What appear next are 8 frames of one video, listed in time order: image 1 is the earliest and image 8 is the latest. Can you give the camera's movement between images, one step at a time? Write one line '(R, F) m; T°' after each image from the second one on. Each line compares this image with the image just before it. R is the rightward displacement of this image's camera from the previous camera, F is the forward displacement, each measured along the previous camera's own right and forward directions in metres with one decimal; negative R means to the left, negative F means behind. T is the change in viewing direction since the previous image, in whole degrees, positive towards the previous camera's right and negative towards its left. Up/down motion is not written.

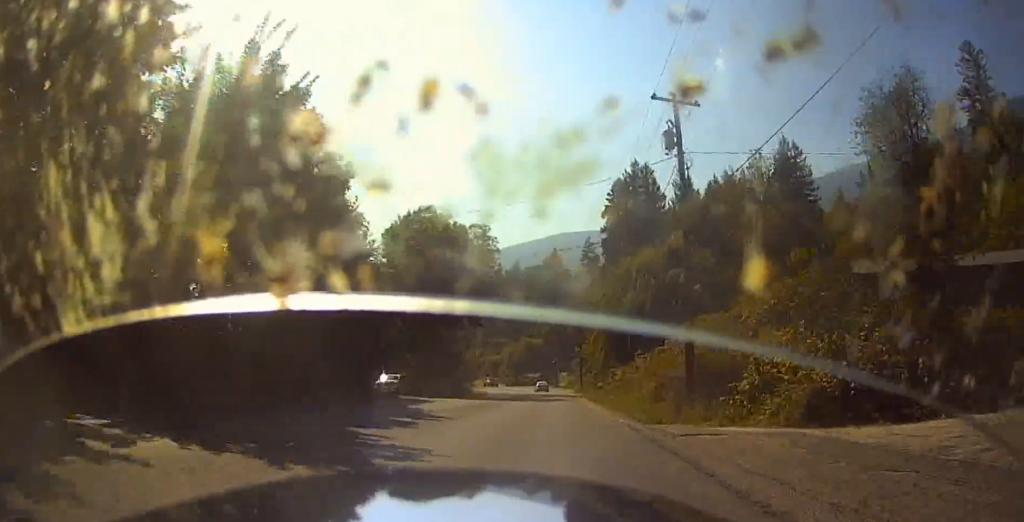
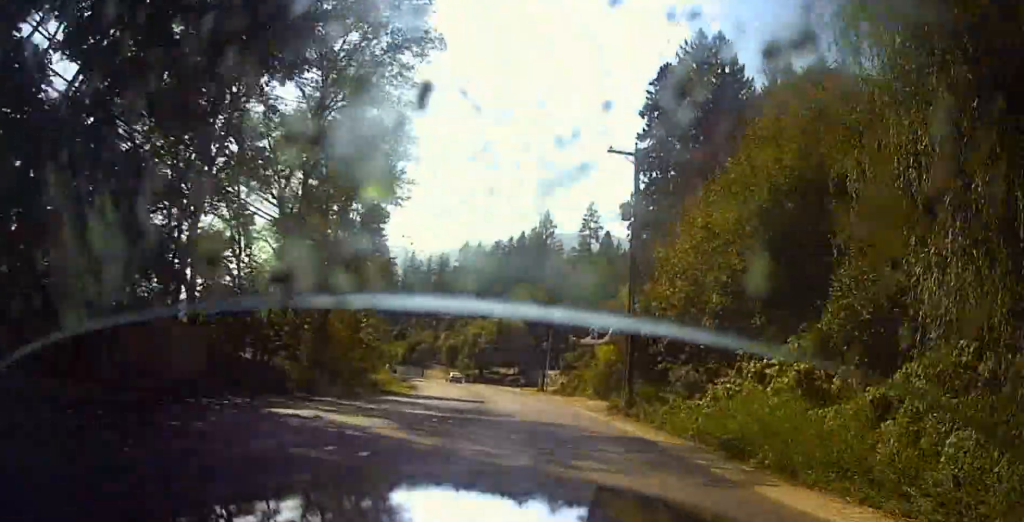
(-0.6, +52.9) m; -4°
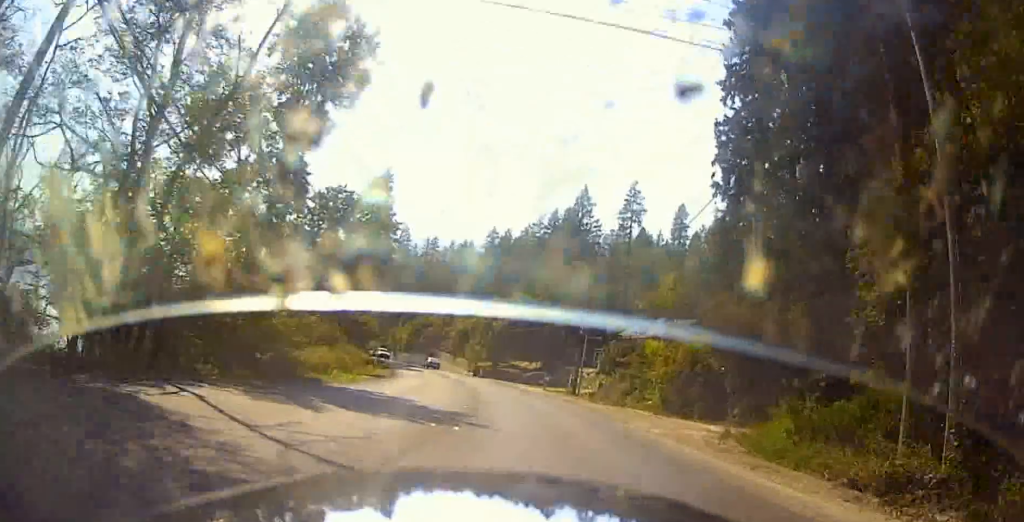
(-0.9, +20.1) m; -4°
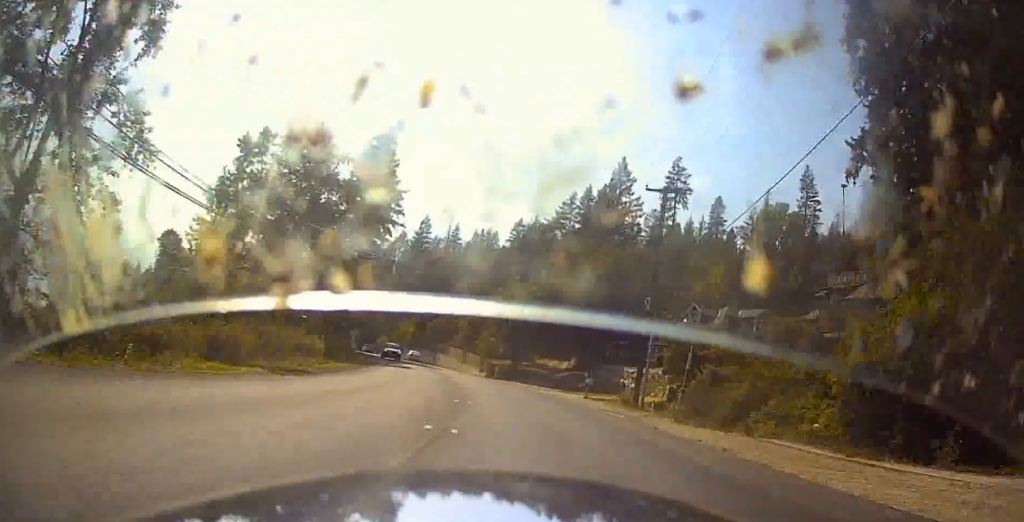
(-0.3, +18.5) m; -5°
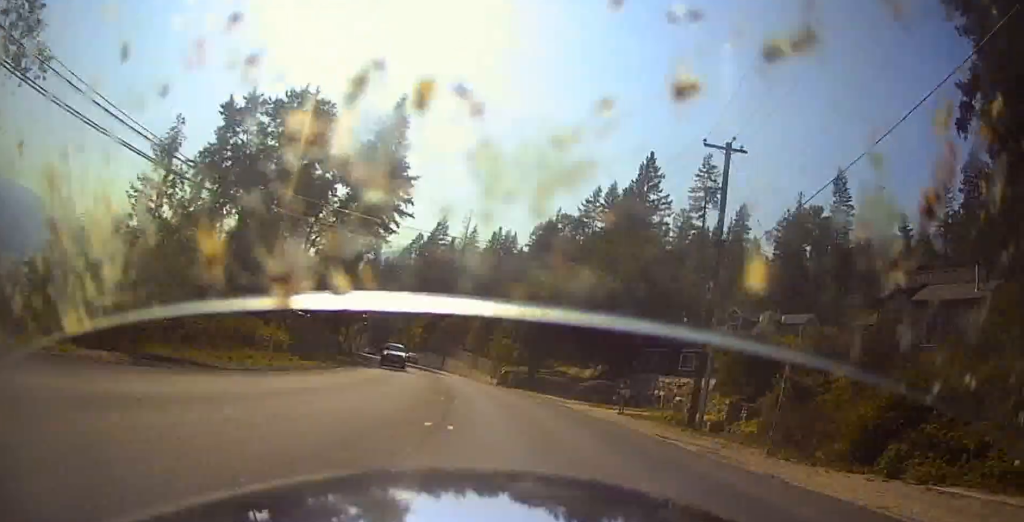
(-0.1, +8.3) m; -3°
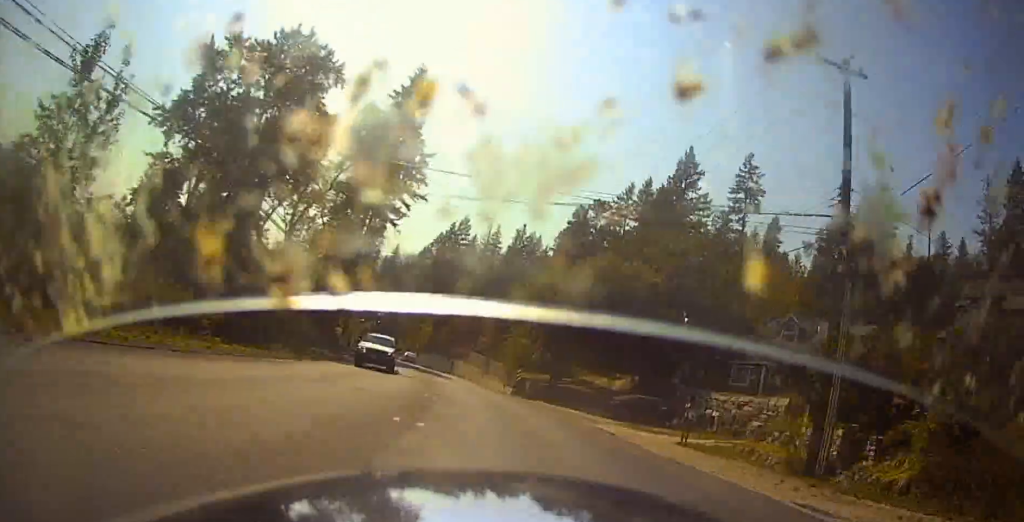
(-0.7, +9.5) m; -4°
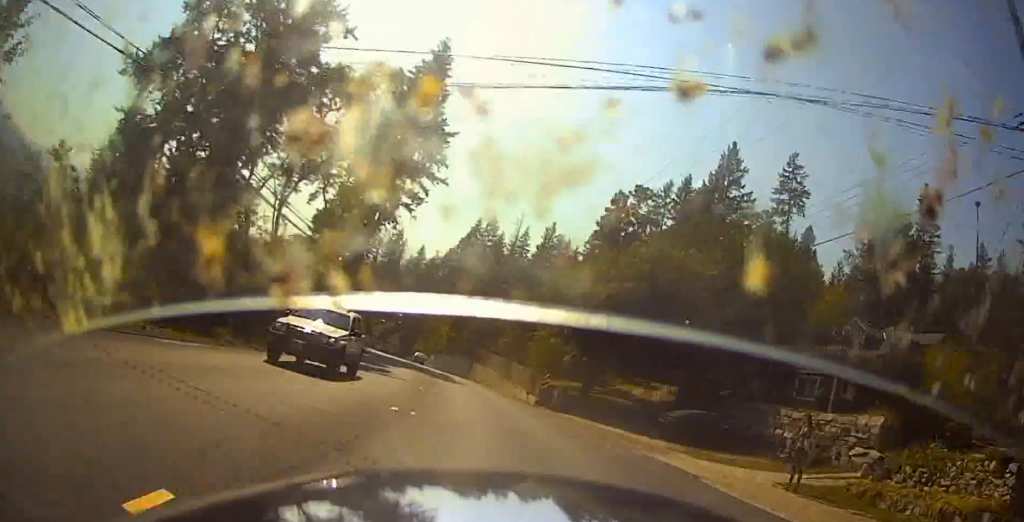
(-0.2, +7.8) m; -2°
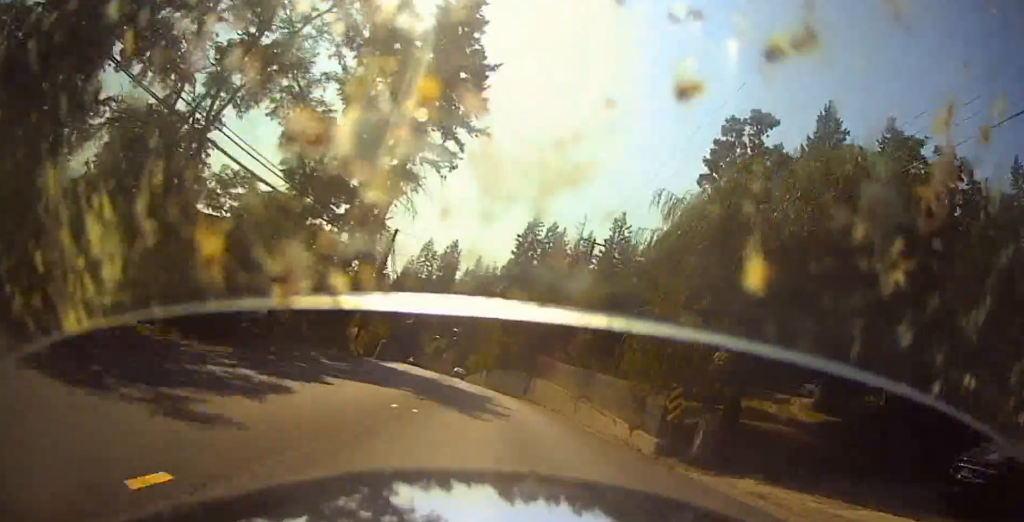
(-0.4, +18.2) m; -2°
